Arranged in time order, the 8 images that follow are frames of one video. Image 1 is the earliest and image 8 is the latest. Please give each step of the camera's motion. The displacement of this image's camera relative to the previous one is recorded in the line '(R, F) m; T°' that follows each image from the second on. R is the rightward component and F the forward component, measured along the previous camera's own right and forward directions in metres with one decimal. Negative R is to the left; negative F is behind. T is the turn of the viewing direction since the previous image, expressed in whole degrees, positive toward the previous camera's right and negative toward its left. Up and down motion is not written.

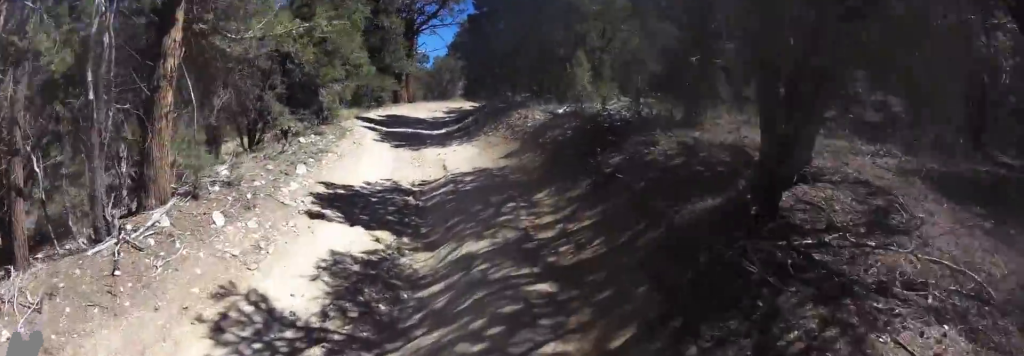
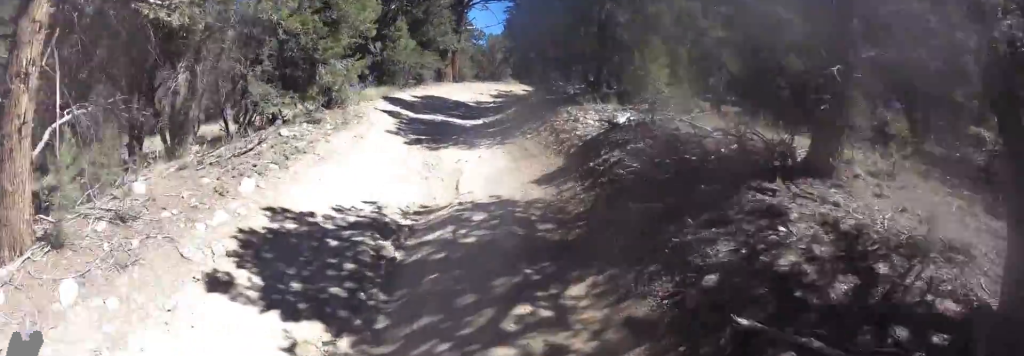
(0.0, +3.7) m; -9°
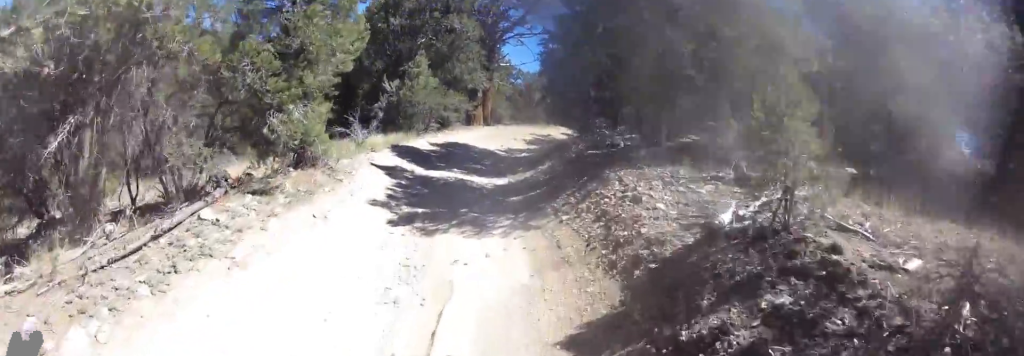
(+0.6, +3.9) m; -9°
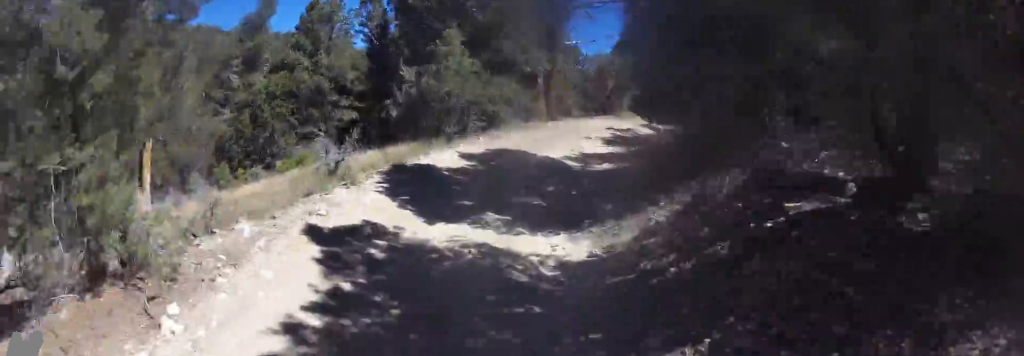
(-2.3, +6.8) m; -17°
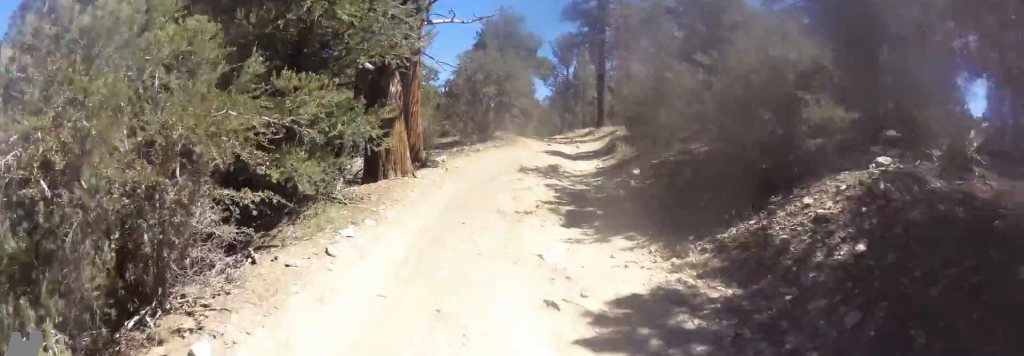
(+0.5, +14.2) m; +4°
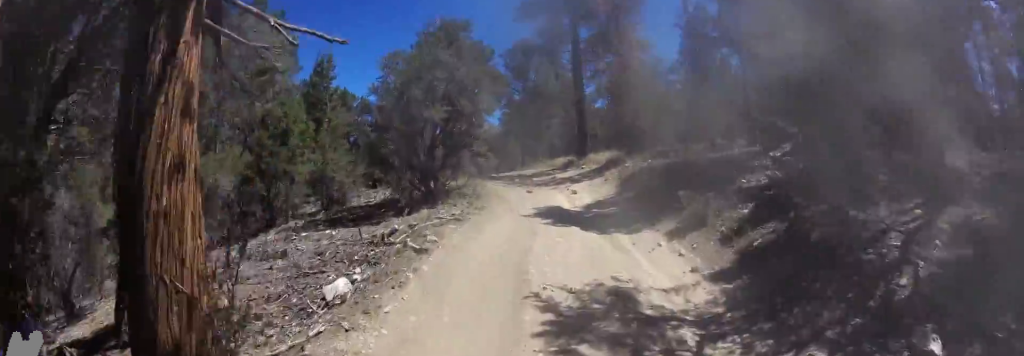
(-0.4, +11.1) m; +9°
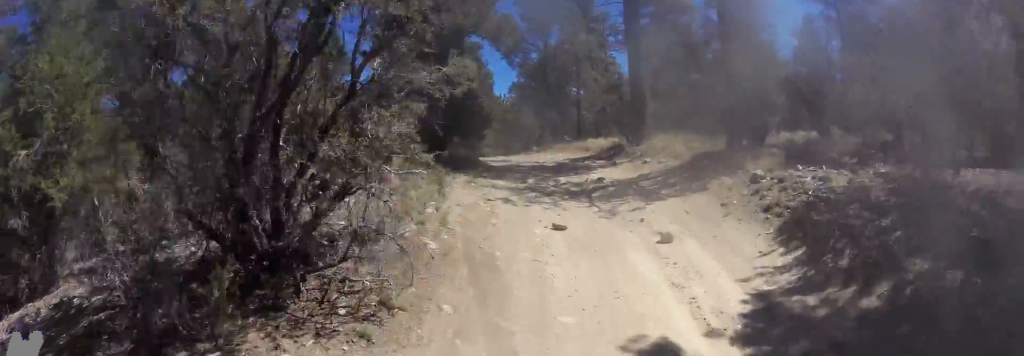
(+3.1, +10.8) m; +20°
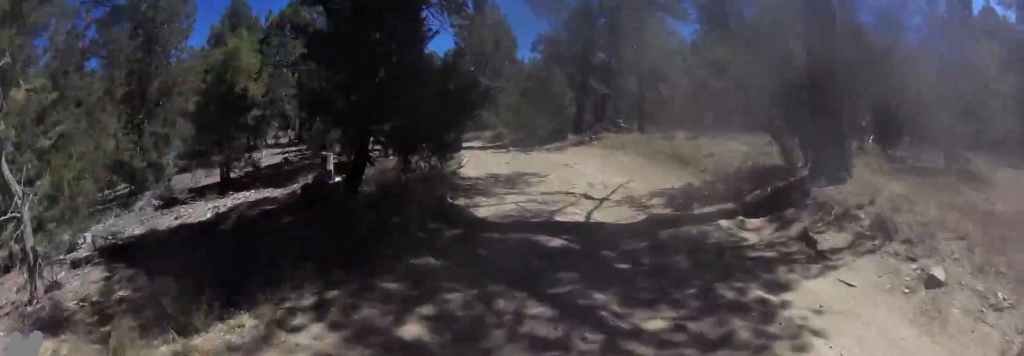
(-1.6, +12.7) m; -15°
